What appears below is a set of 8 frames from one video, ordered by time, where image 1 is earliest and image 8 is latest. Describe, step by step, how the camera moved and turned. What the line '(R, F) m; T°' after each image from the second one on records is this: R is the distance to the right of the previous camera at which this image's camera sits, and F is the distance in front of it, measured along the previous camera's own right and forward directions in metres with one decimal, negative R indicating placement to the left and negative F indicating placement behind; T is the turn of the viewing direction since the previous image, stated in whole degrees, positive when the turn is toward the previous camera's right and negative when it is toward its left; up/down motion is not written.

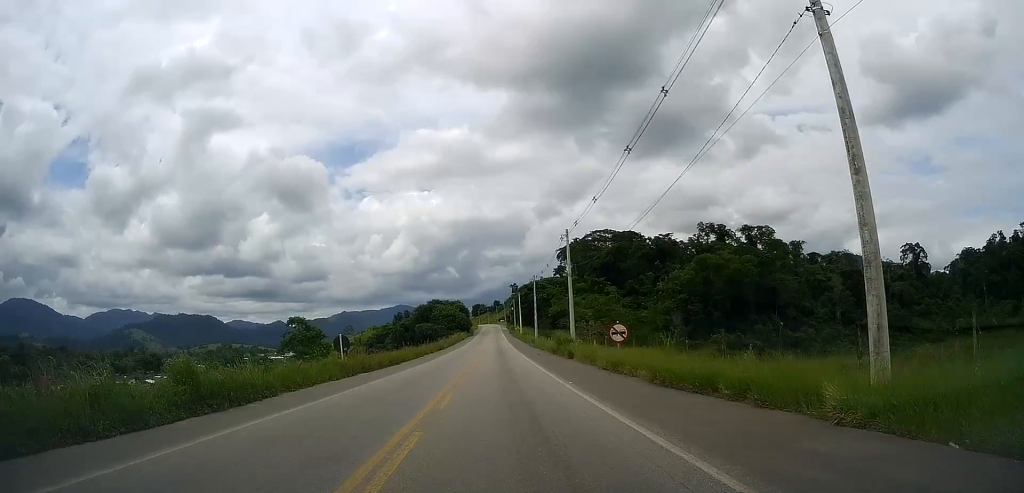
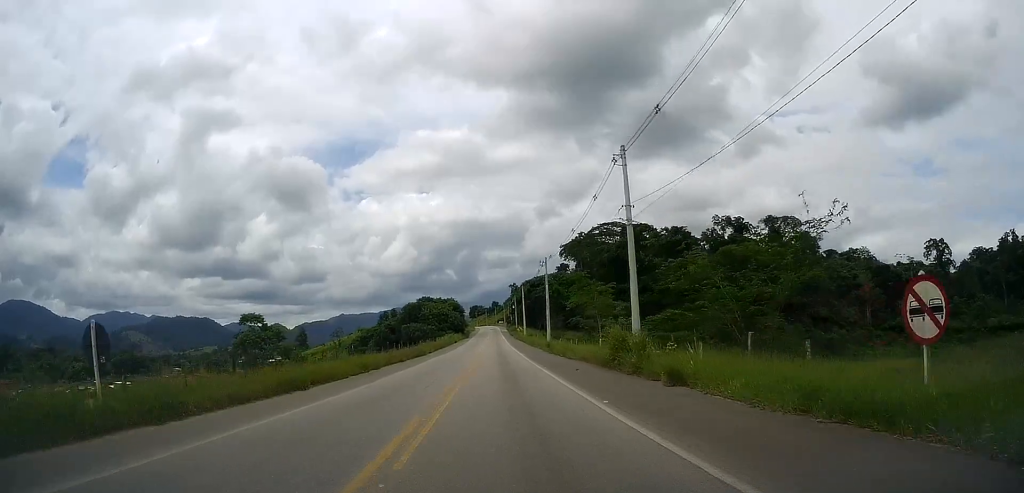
(-0.3, +21.9) m; 0°
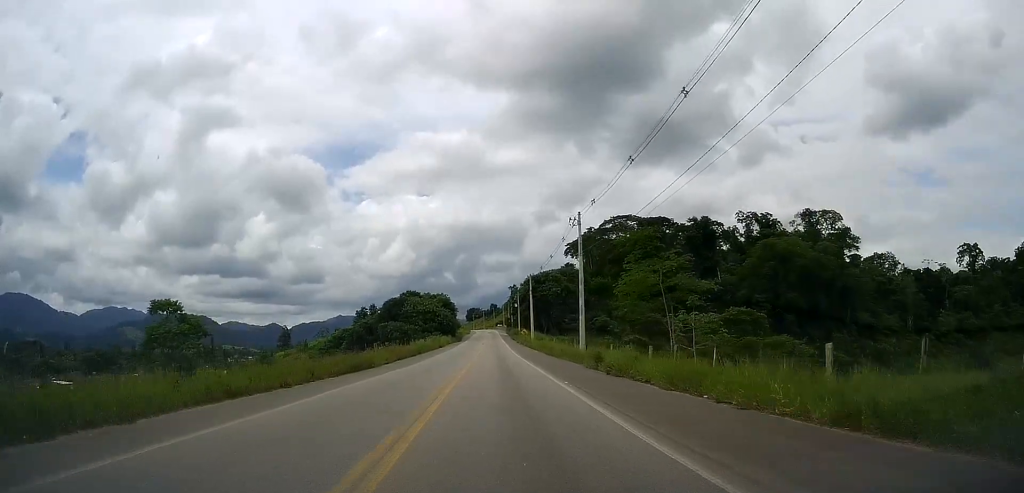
(+0.4, +26.1) m; 0°
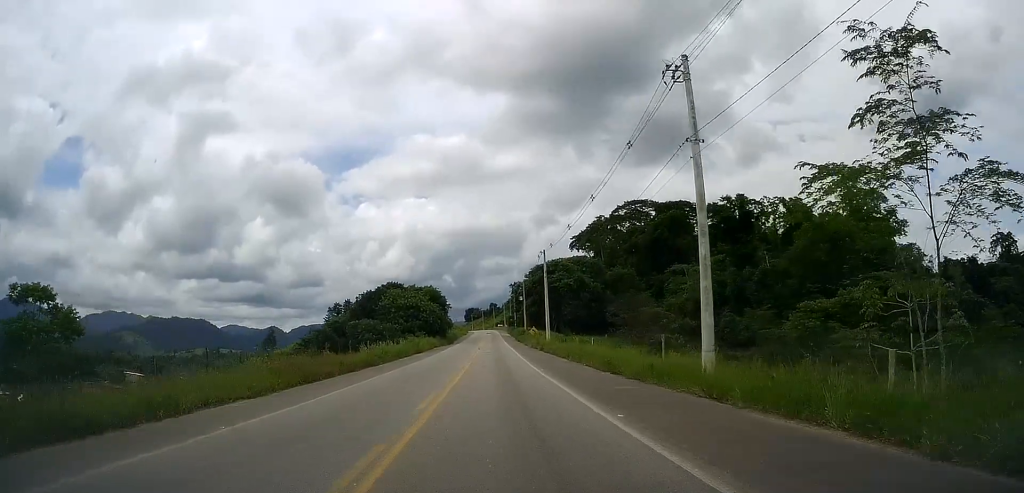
(-0.3, +24.1) m; 0°
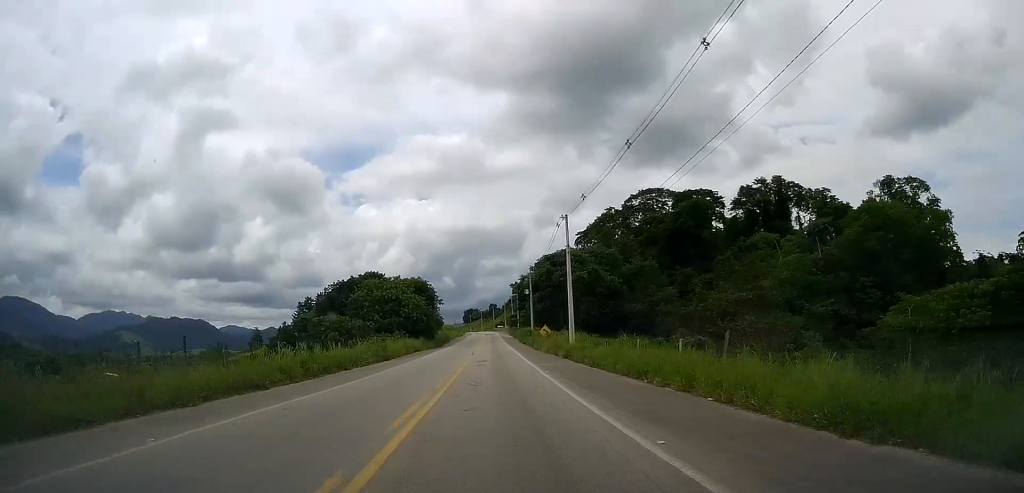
(+0.3, +18.4) m; 0°
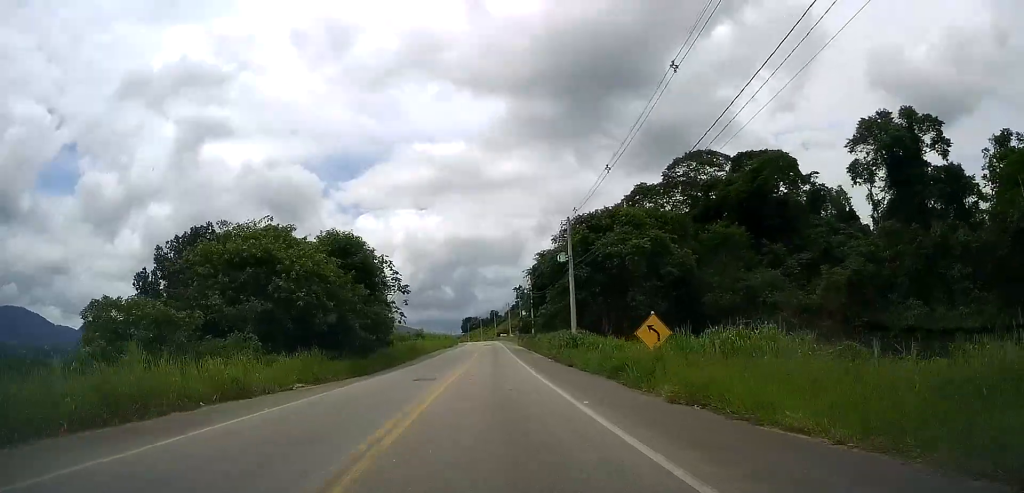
(-0.1, +42.4) m; 0°
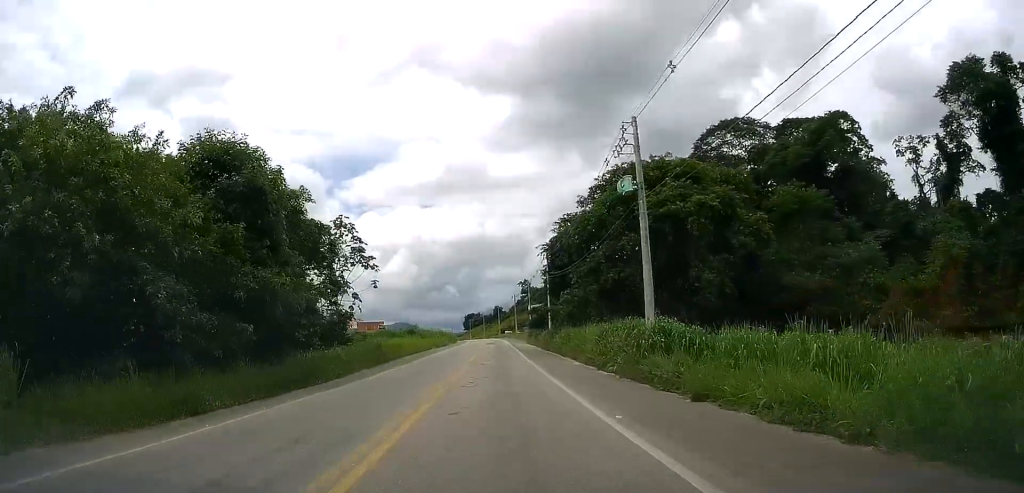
(+0.2, +19.6) m; 0°
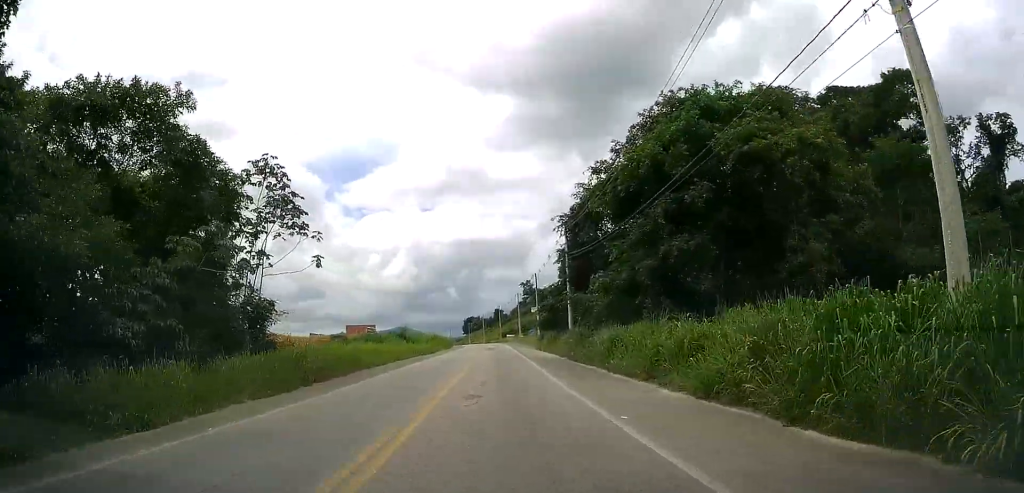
(-0.2, +16.1) m; 0°
